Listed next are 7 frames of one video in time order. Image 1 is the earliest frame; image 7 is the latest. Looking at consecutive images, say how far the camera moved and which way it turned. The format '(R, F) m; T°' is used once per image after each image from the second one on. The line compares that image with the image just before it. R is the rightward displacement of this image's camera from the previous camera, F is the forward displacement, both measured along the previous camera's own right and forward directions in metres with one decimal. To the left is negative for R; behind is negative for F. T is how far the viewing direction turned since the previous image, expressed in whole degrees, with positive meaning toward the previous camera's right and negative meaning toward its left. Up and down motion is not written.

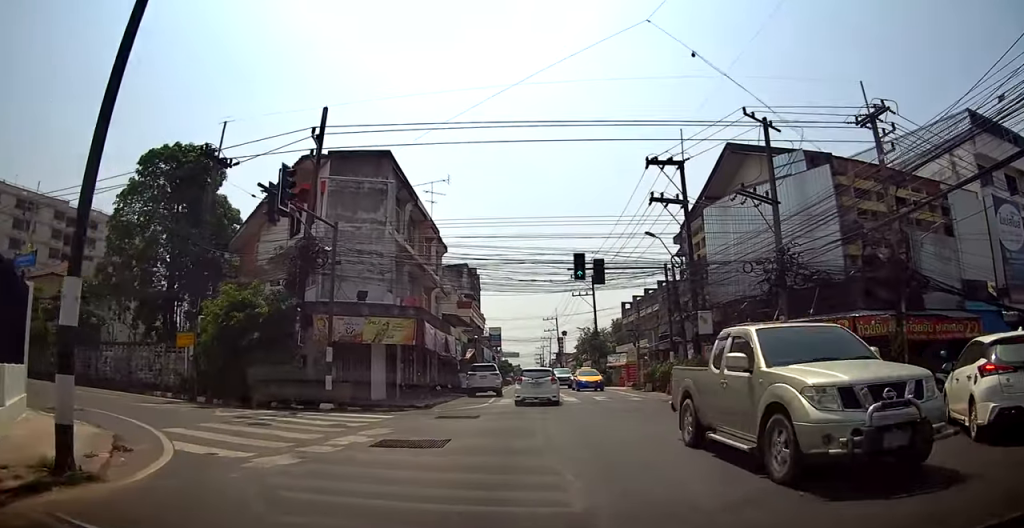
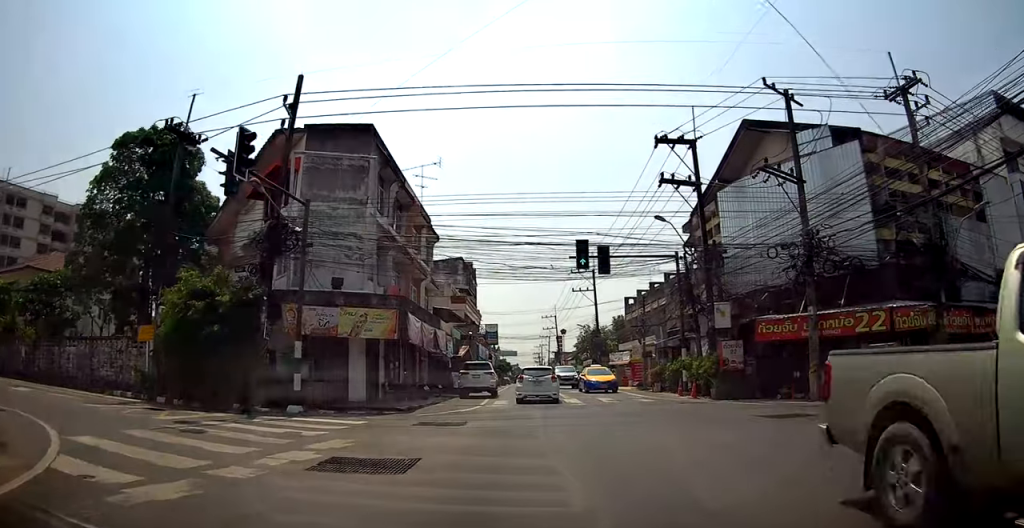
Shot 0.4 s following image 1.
(-0.2, +2.6) m; +2°
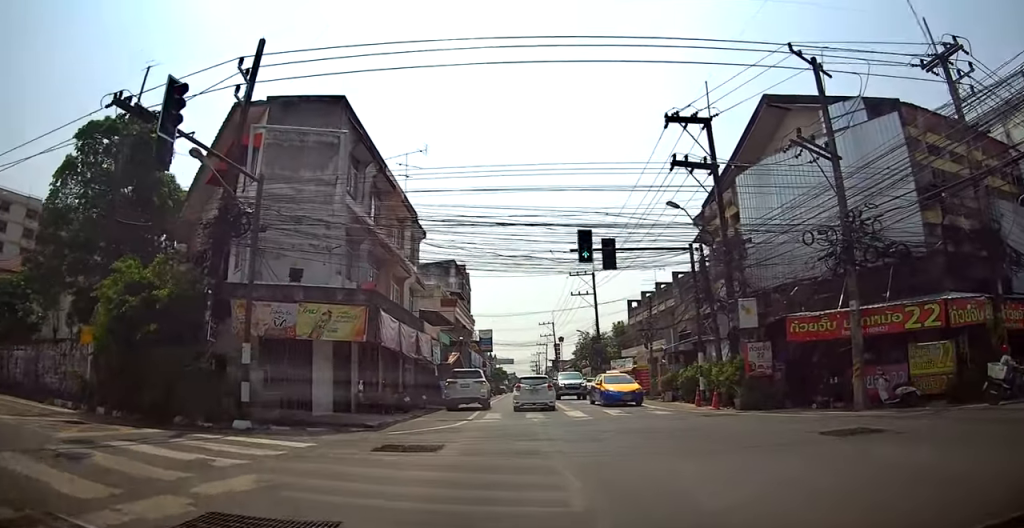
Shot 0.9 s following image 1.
(+0.3, +3.1) m; +2°
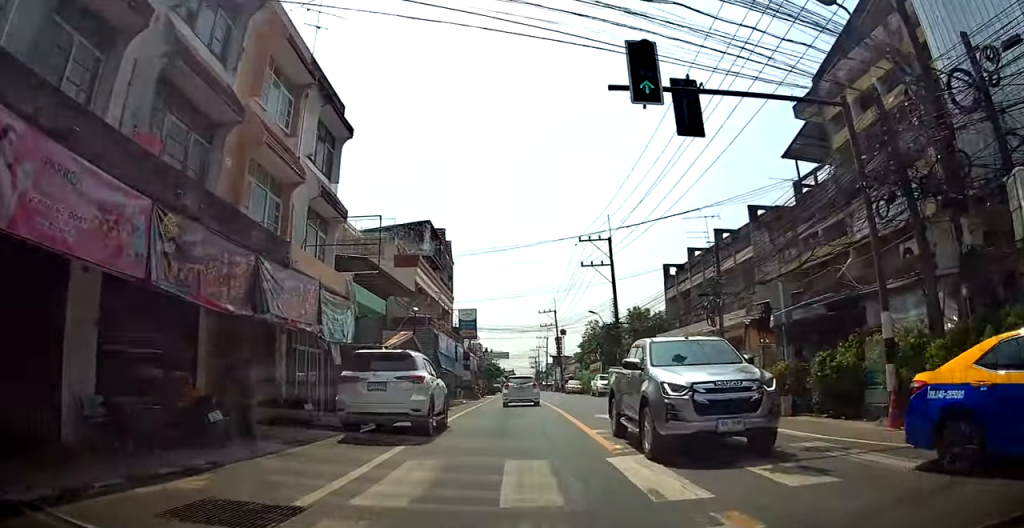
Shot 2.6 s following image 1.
(+0.2, +12.6) m; -1°
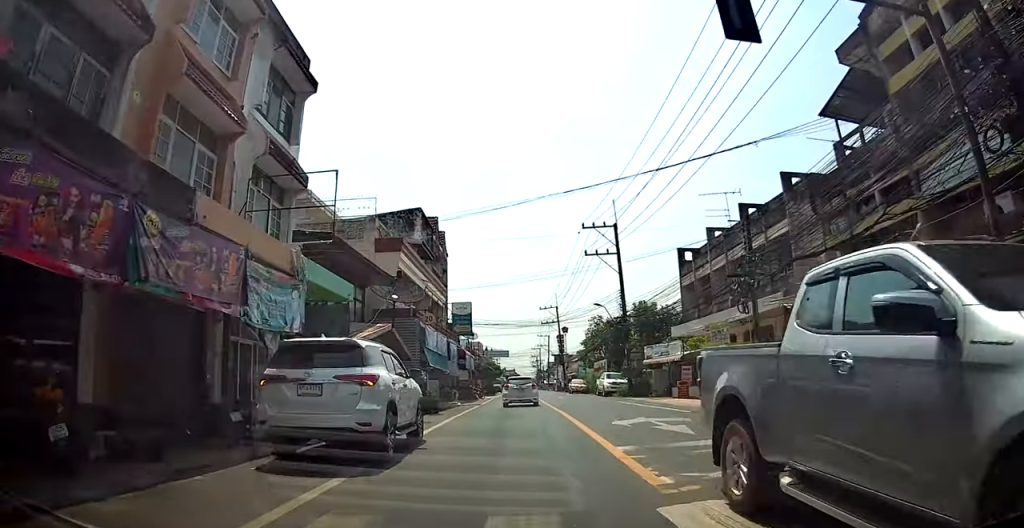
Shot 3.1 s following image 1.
(-0.1, +3.2) m; 0°
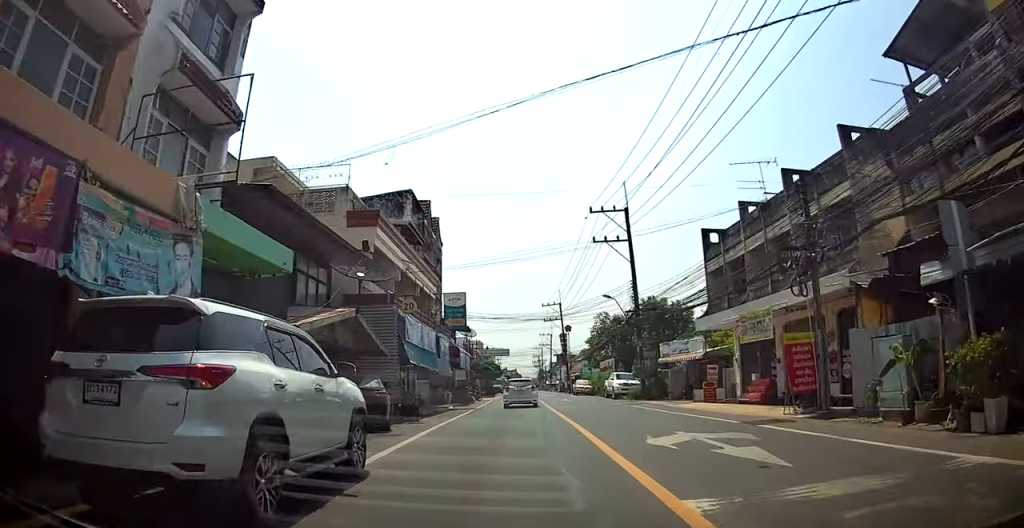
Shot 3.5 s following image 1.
(0.0, +3.7) m; 0°
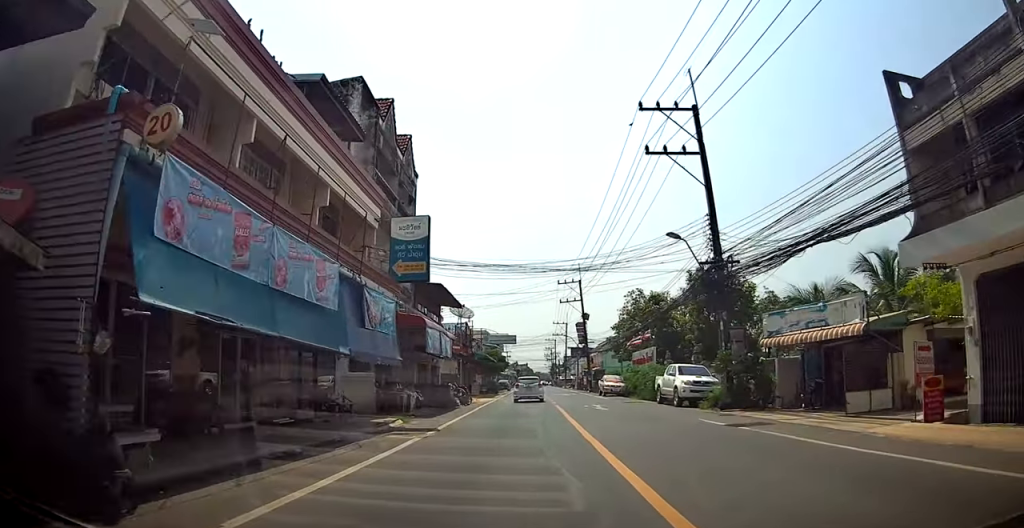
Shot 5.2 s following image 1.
(+0.3, +13.1) m; +1°
